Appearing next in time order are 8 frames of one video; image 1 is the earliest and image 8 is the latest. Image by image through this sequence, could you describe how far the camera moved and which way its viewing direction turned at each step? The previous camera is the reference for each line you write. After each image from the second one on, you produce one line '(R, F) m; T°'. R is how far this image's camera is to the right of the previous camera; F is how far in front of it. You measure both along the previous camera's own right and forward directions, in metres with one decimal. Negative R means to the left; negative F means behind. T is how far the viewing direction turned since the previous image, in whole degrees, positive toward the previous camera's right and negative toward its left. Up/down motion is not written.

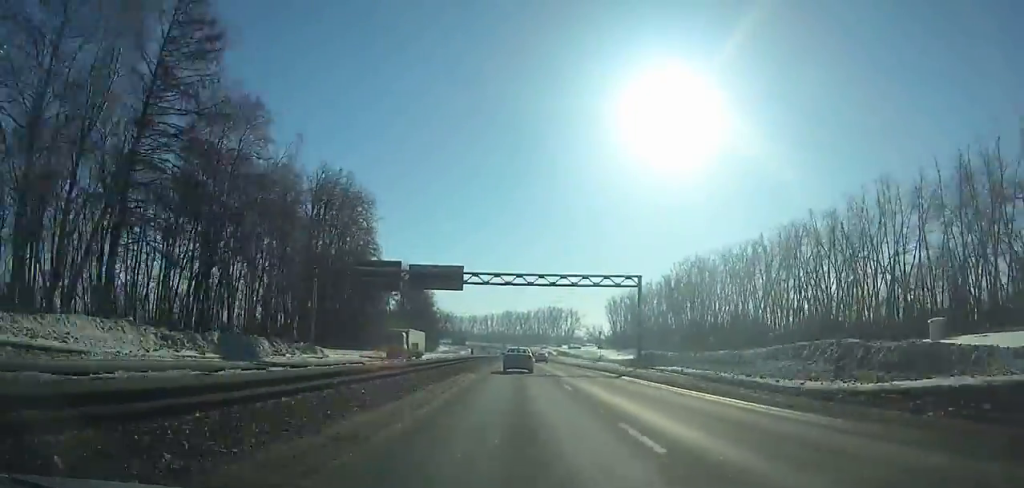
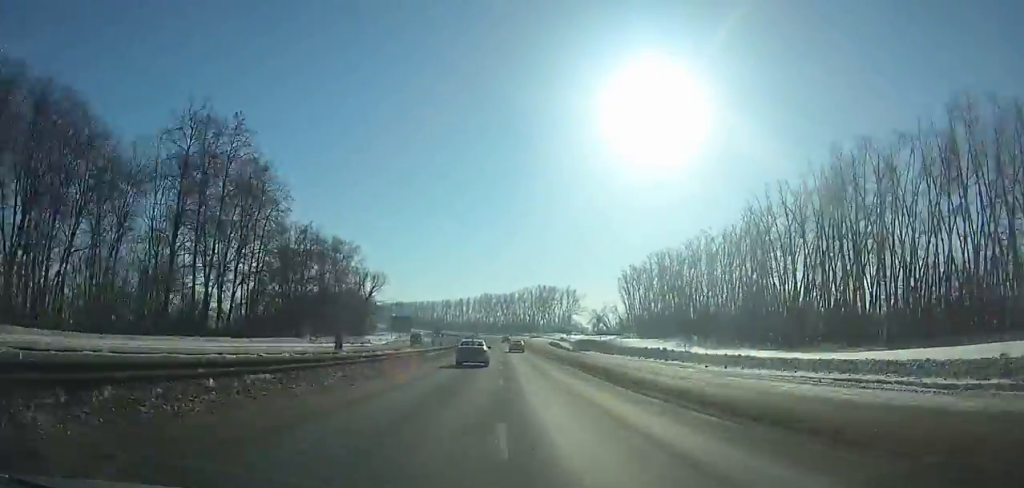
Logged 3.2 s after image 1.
(+0.6, +85.4) m; 0°
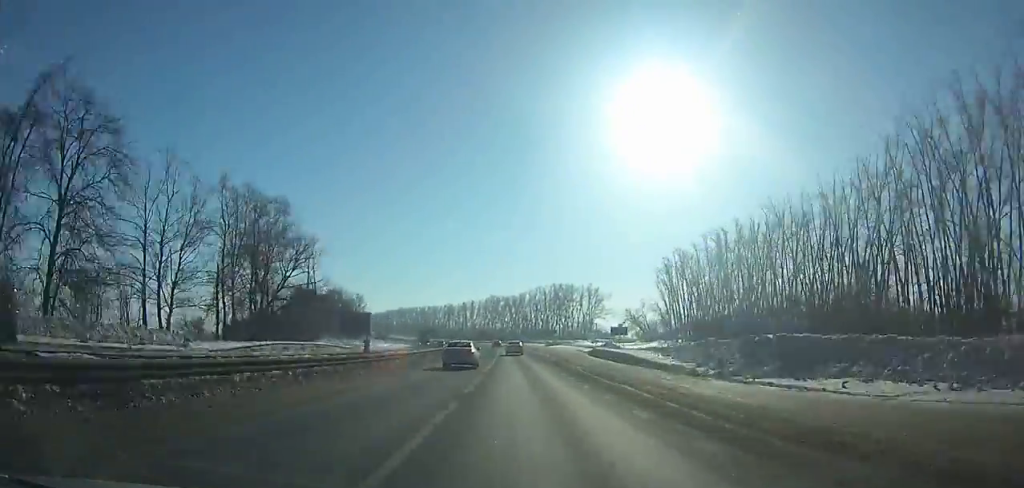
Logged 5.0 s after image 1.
(+0.1, +47.1) m; -1°
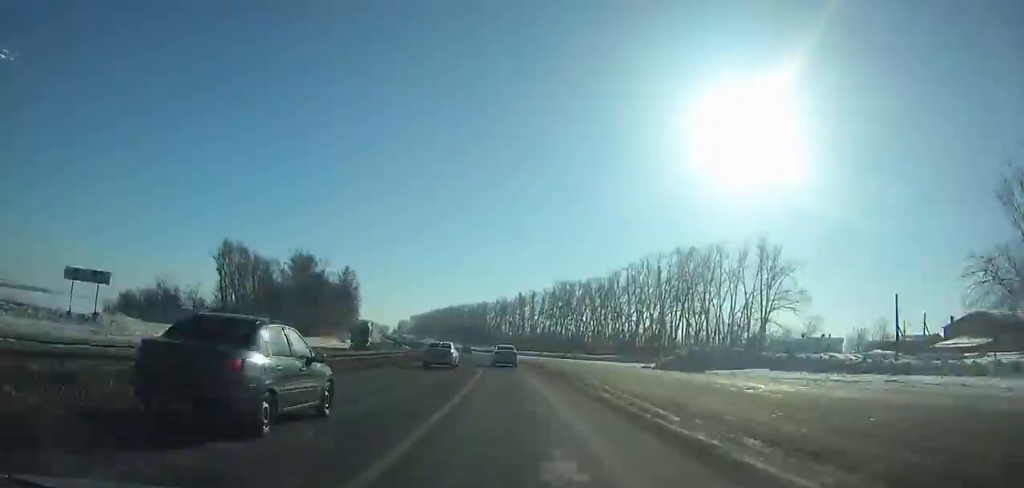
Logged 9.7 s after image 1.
(-6.5, +119.3) m; -8°
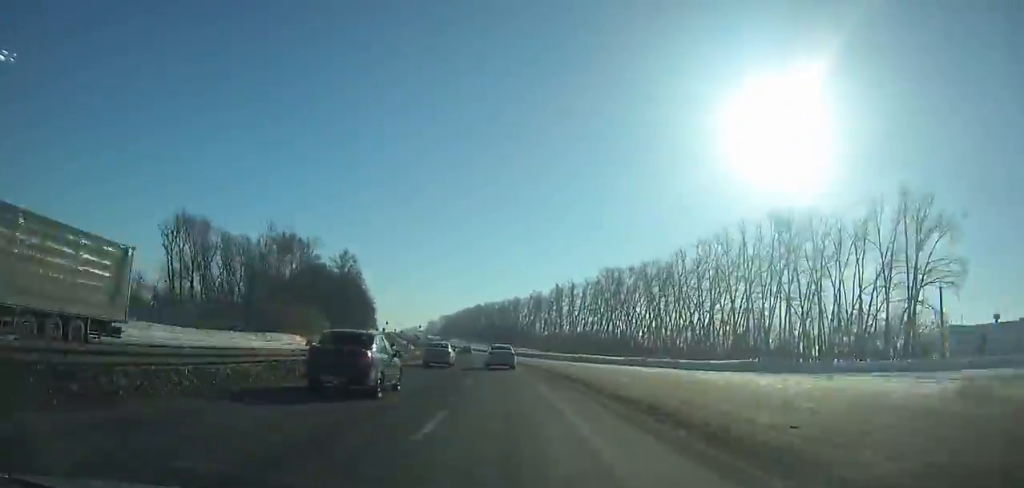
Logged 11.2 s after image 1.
(-0.6, +37.4) m; -4°
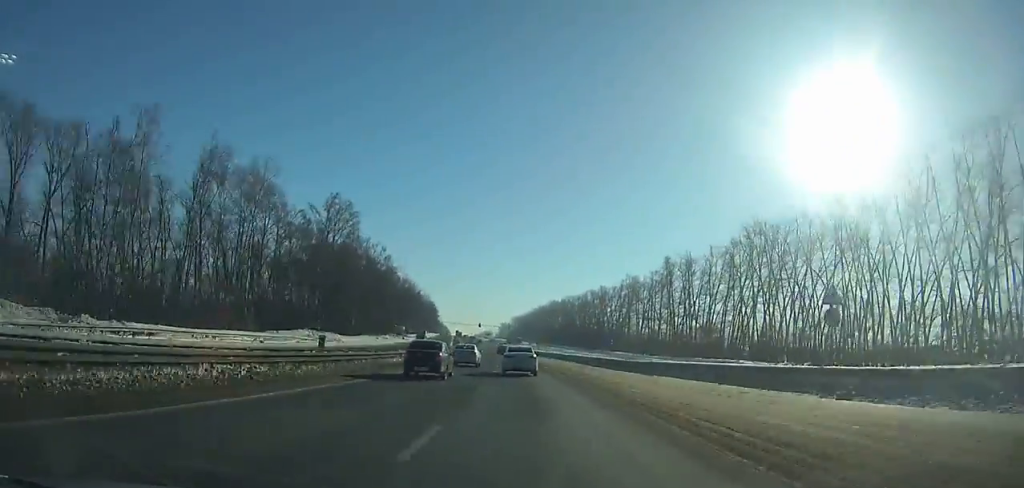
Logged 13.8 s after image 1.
(-4.3, +64.6) m; -6°
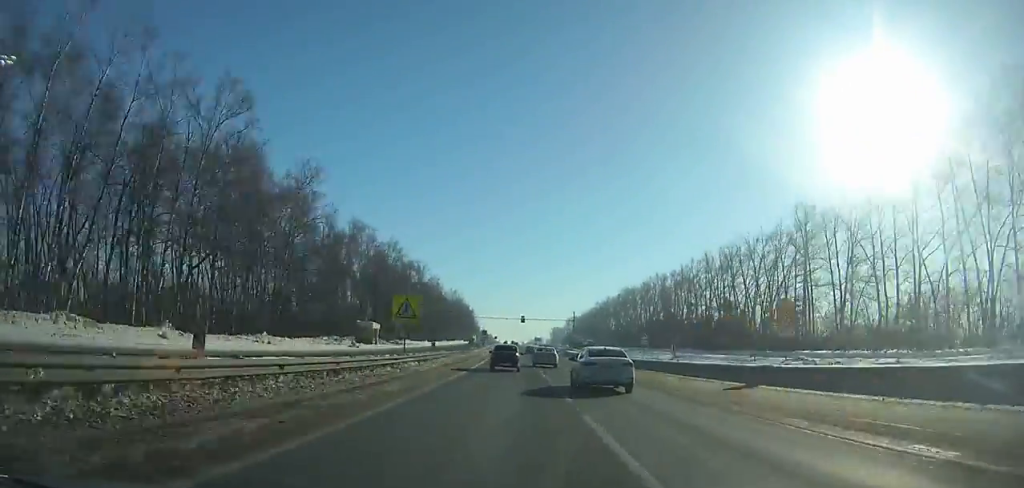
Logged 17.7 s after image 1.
(-5.1, +98.0) m; -5°
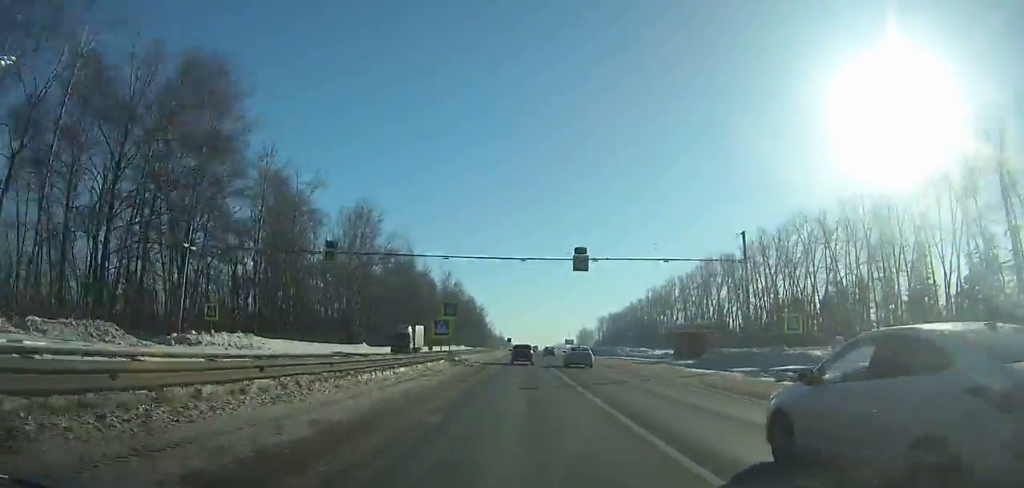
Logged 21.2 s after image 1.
(-0.9, +89.7) m; 0°
